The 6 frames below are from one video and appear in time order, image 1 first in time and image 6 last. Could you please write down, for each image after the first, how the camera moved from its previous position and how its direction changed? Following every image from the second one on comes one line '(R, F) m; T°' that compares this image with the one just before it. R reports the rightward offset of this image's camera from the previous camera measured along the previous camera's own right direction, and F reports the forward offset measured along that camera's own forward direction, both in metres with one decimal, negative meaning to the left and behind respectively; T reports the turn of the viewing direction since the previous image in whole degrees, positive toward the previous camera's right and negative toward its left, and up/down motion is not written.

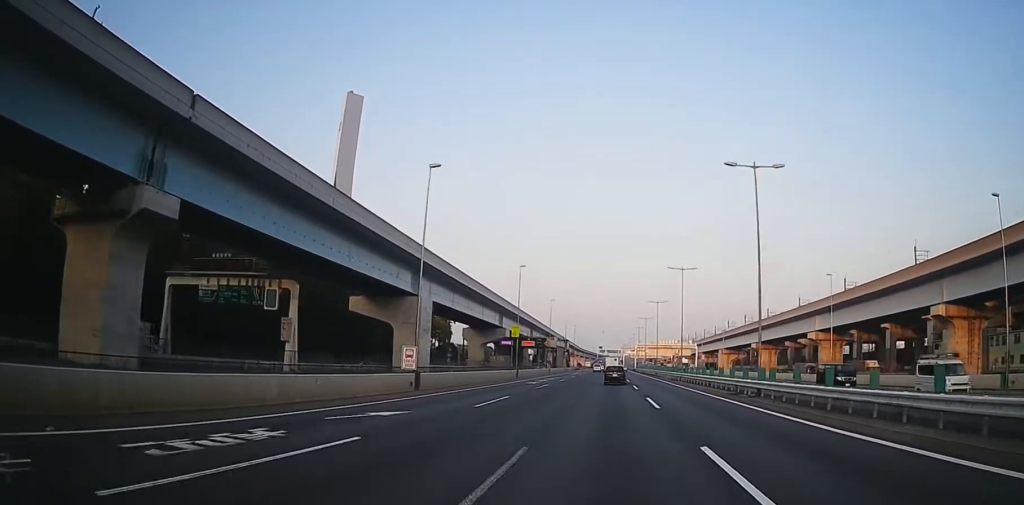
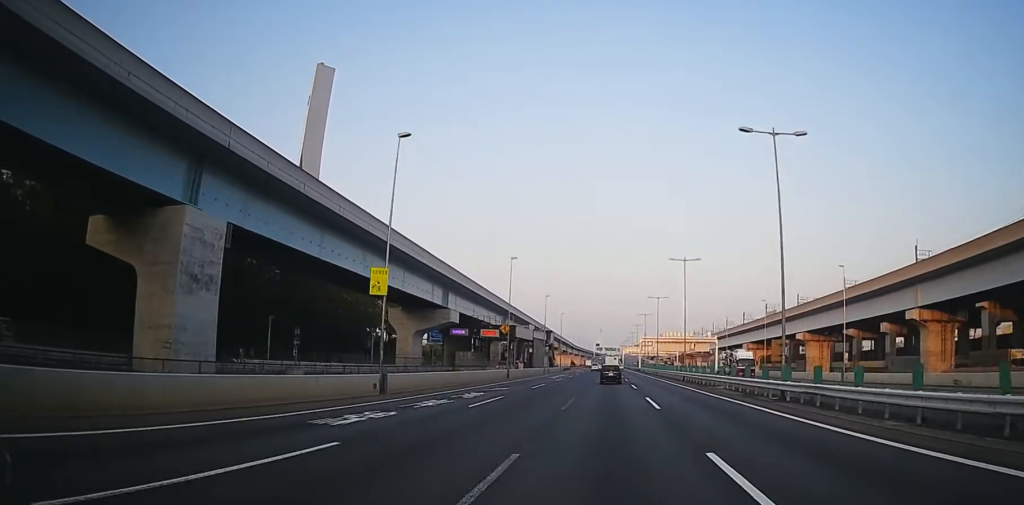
(0.0, +42.4) m; 0°
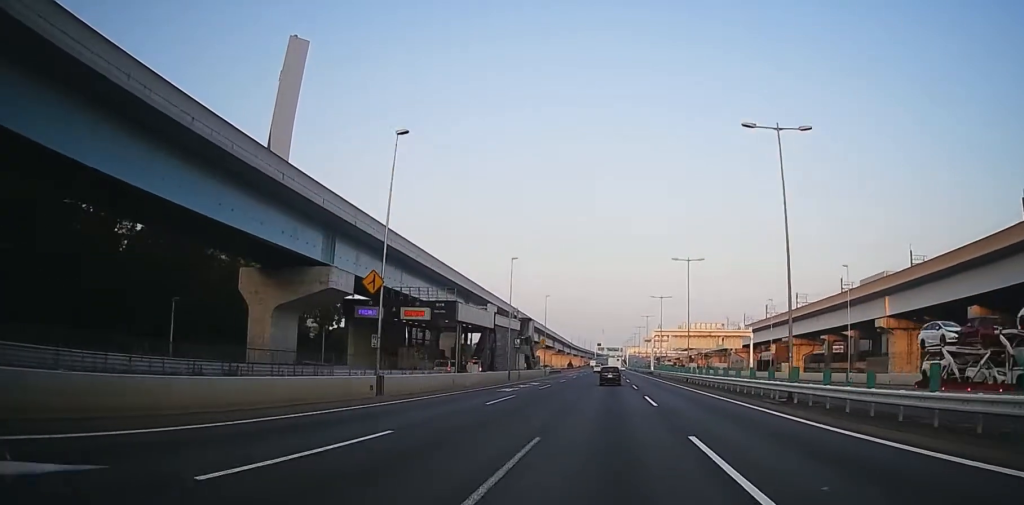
(-0.1, +37.5) m; 0°
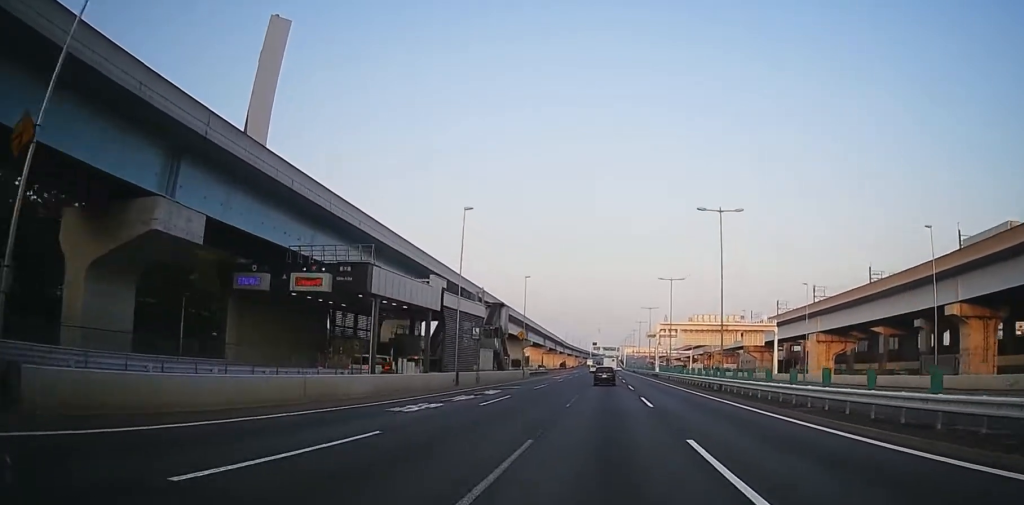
(+0.1, +21.4) m; 0°
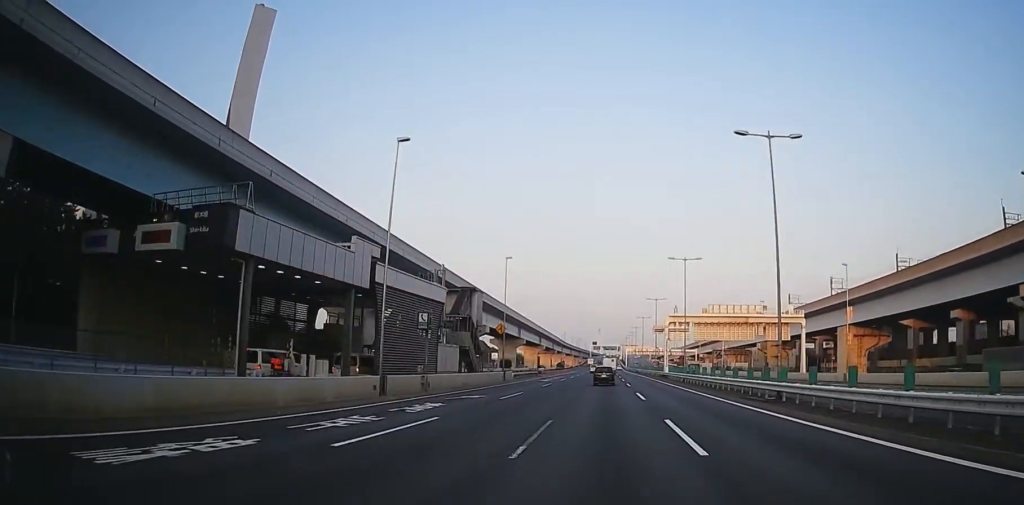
(0.0, +14.0) m; 0°
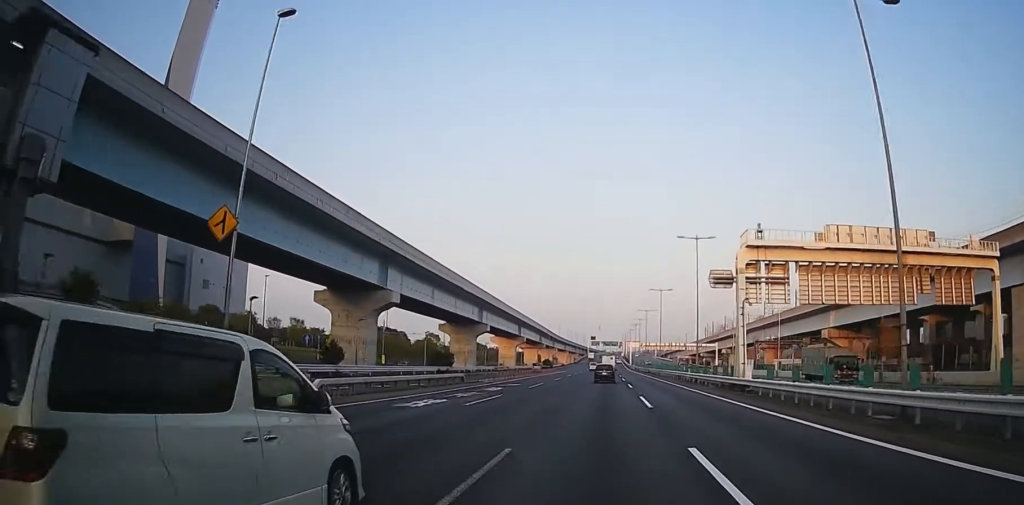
(0.0, +51.2) m; 0°
